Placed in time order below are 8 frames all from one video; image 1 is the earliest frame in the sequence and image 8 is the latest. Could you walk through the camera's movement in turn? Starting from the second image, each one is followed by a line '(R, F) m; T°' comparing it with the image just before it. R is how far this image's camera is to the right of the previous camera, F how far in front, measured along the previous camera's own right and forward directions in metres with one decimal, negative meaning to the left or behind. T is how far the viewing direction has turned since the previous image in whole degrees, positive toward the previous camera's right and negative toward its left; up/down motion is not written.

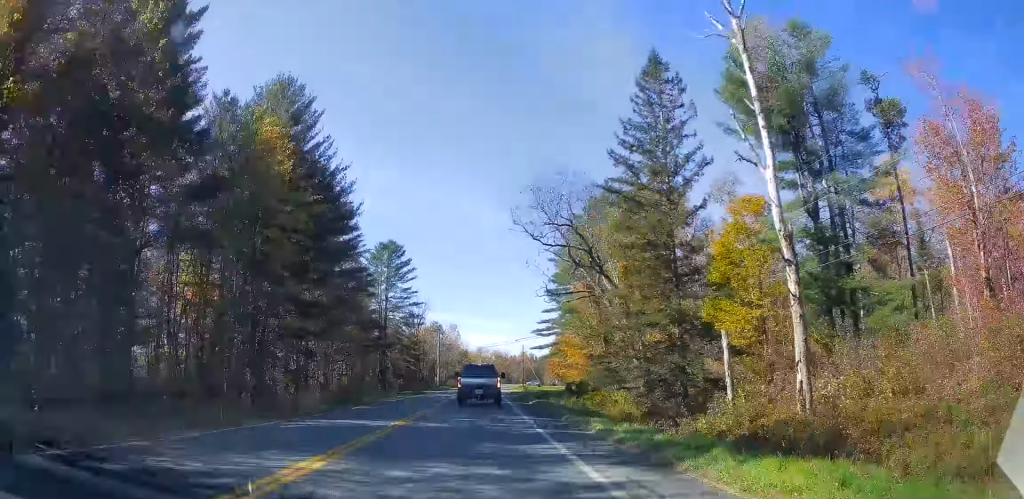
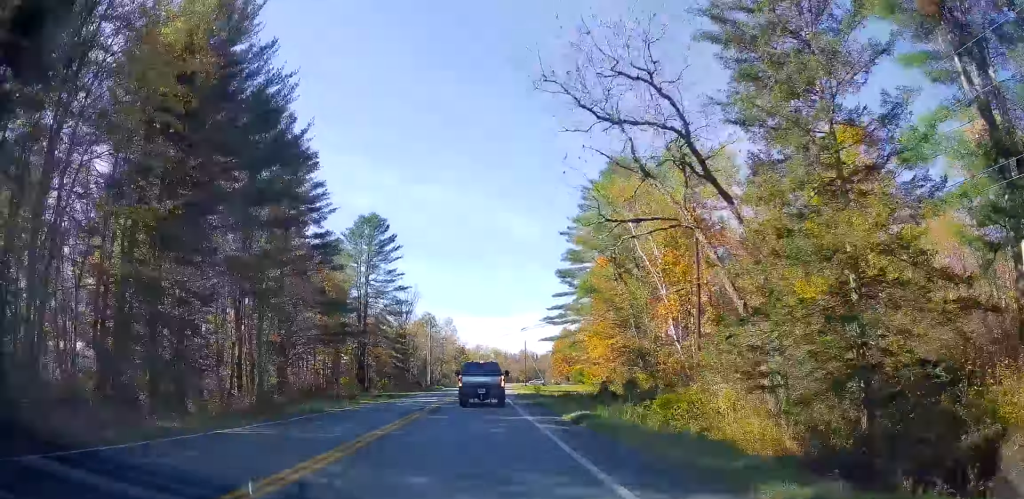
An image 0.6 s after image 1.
(+0.1, +15.1) m; 0°
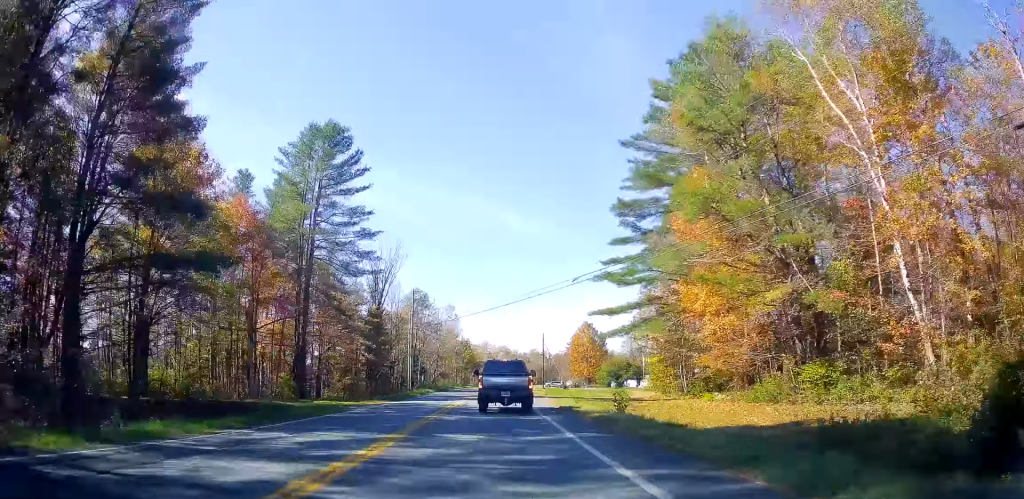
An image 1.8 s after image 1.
(-0.2, +30.1) m; -1°
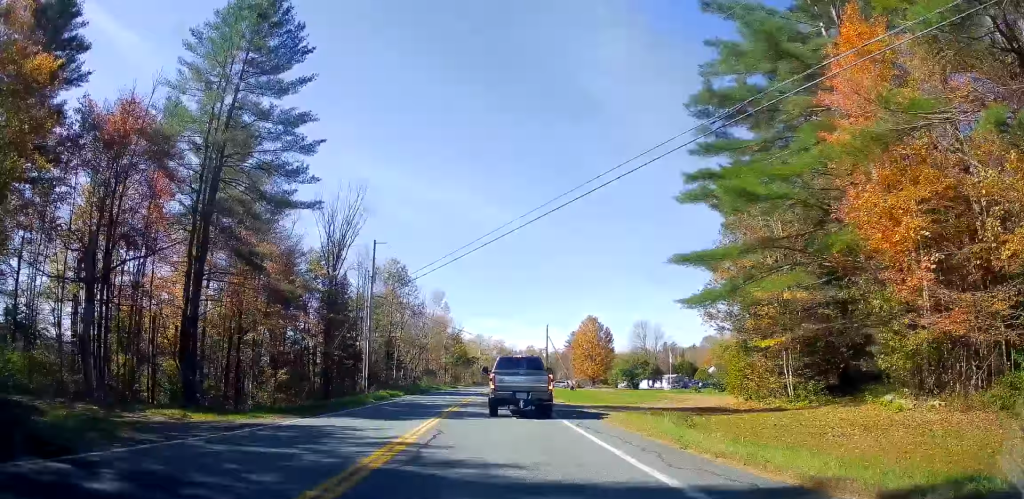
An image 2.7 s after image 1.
(-0.1, +20.0) m; -1°
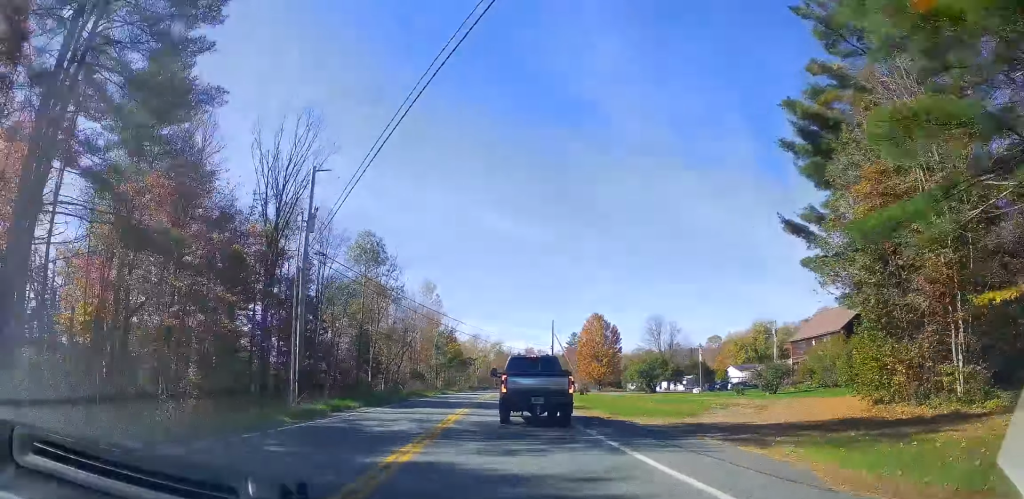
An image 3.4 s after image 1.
(0.0, +14.7) m; -1°
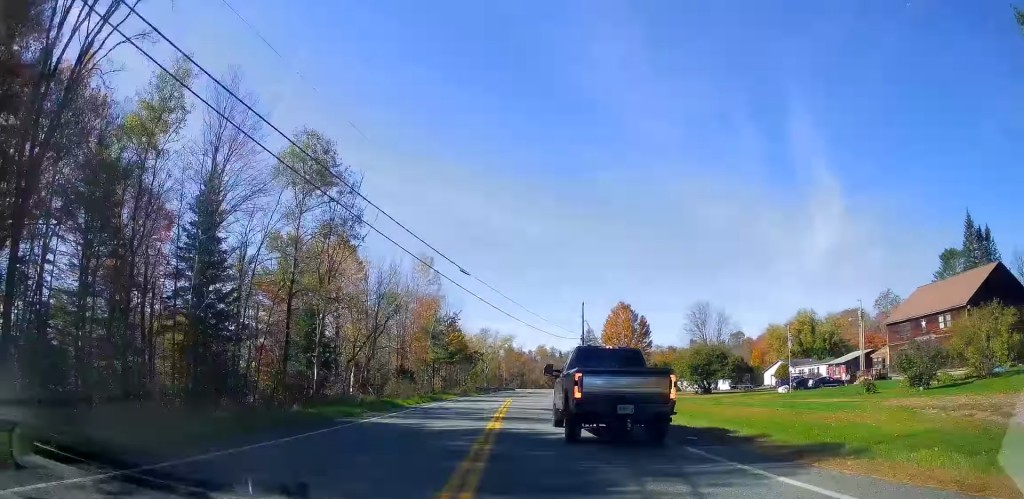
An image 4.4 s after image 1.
(-0.2, +22.1) m; +1°
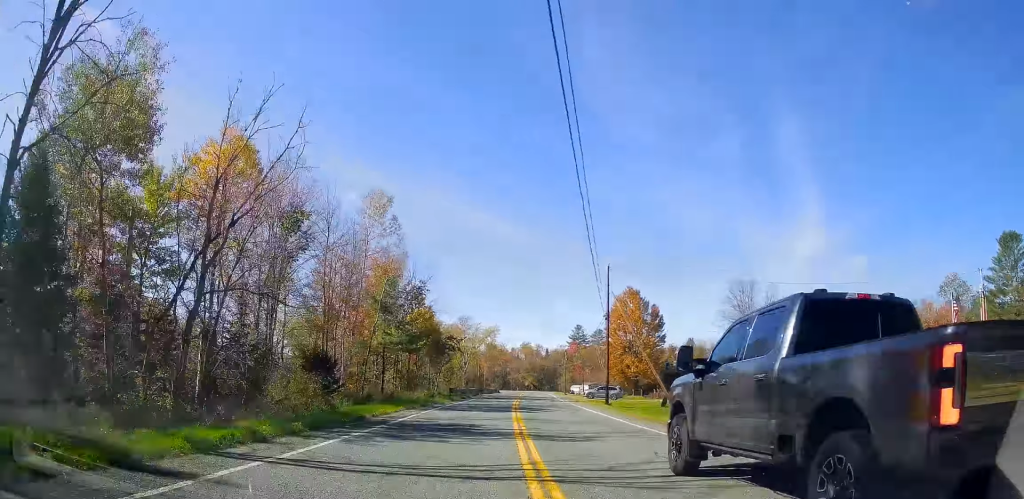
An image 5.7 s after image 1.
(+0.7, +24.2) m; +2°
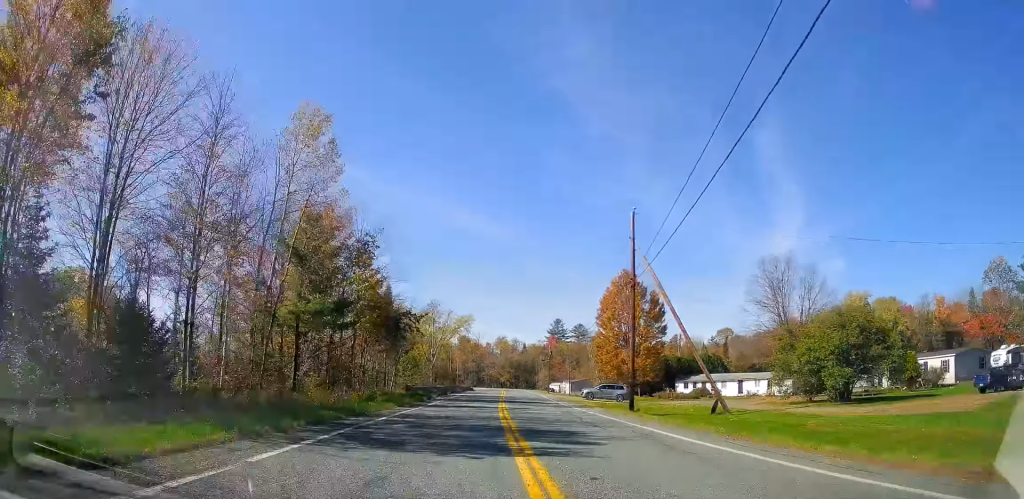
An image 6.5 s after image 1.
(+0.2, +15.3) m; 0°
